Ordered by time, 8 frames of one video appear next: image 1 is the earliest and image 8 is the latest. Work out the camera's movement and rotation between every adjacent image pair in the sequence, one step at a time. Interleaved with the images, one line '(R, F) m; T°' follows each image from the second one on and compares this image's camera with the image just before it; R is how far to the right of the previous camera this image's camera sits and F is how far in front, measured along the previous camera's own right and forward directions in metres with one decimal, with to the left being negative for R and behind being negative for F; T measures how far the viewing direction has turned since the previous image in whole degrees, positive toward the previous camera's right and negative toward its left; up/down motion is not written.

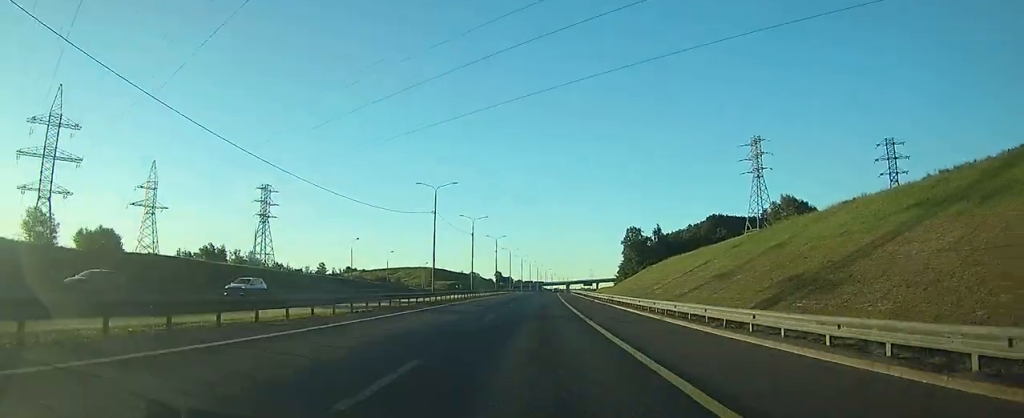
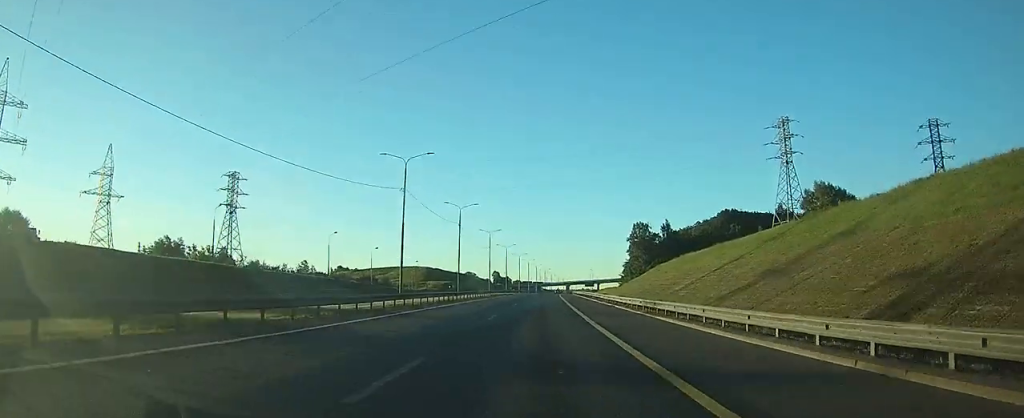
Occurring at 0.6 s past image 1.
(0.0, +15.5) m; 0°
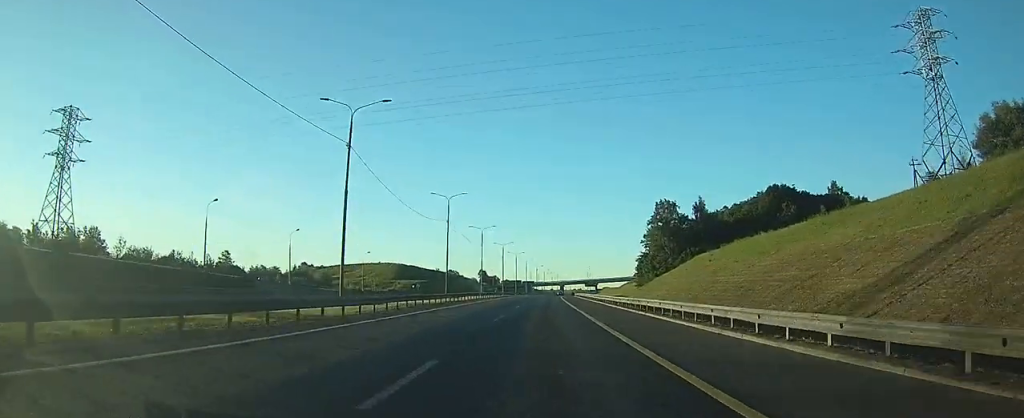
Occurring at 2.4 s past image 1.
(+0.3, +47.7) m; +1°
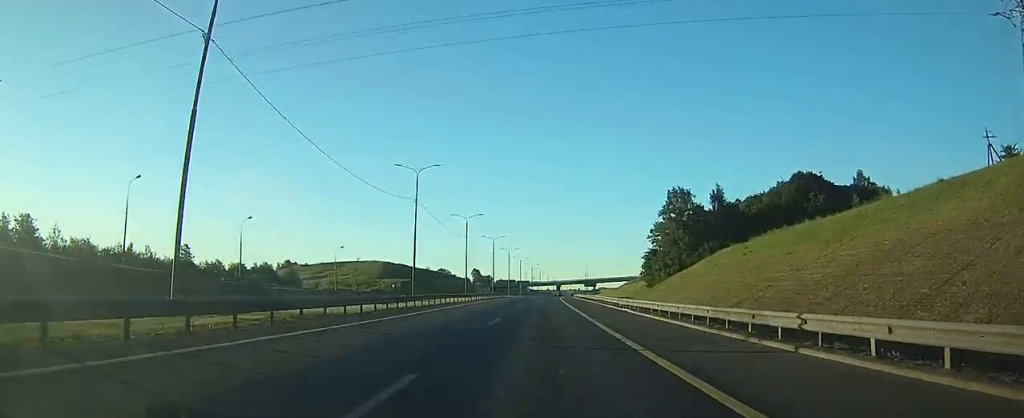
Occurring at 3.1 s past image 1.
(0.0, +17.5) m; 0°
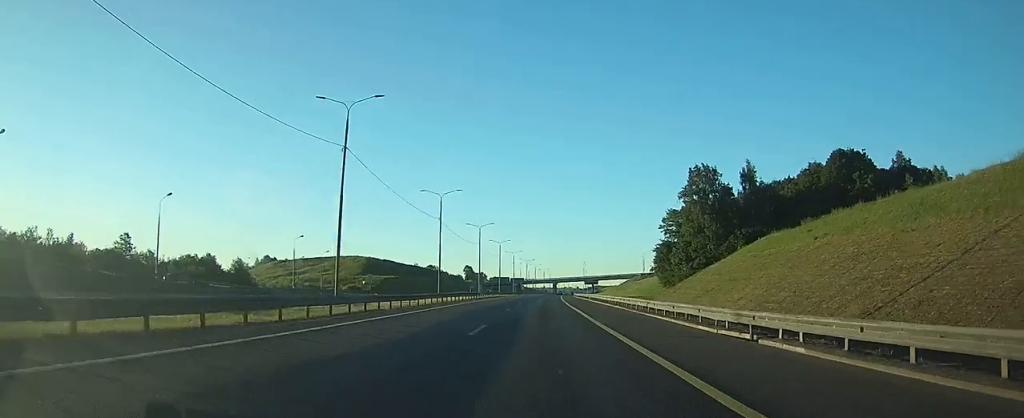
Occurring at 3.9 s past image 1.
(+0.1, +21.1) m; 0°
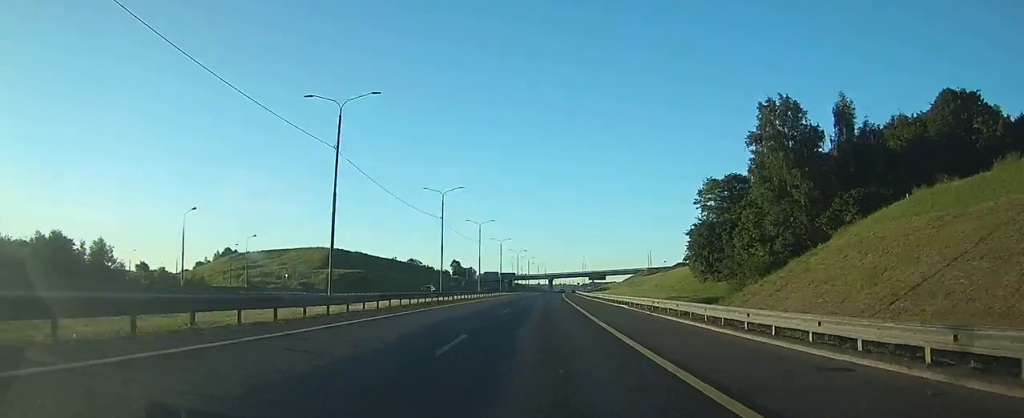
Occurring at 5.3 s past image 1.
(+0.1, +36.3) m; +1°
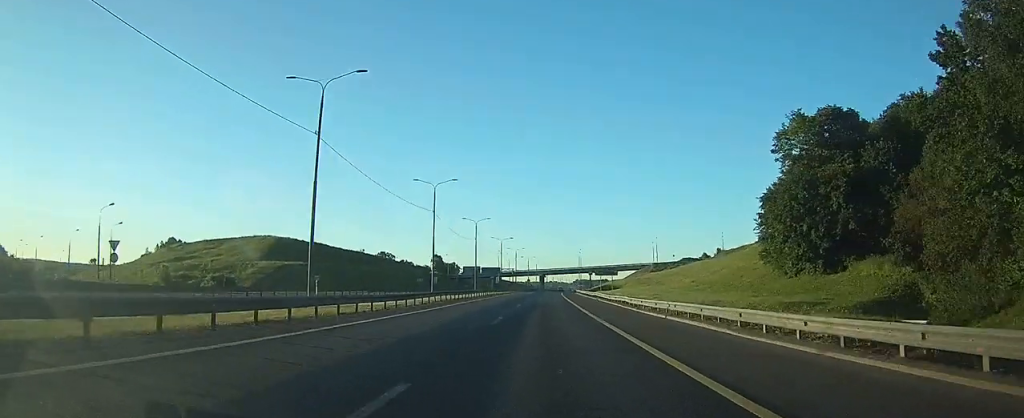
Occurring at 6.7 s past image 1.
(+0.2, +39.2) m; +1°
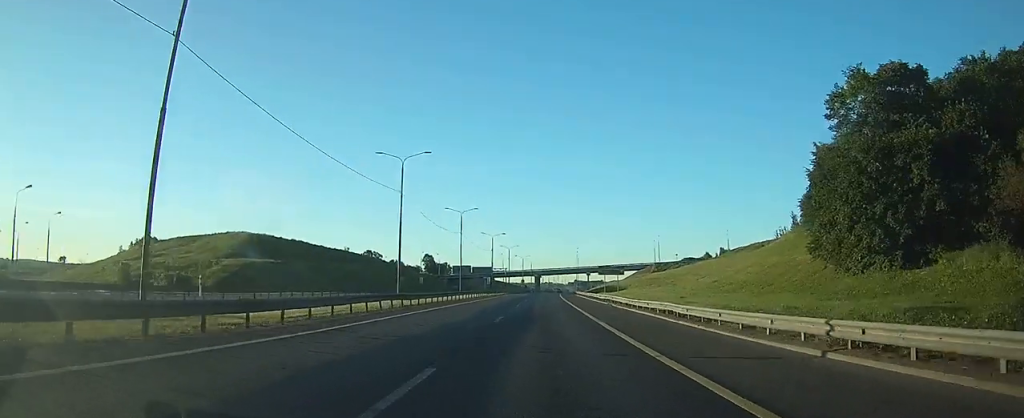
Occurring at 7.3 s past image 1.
(0.0, +14.3) m; 0°
